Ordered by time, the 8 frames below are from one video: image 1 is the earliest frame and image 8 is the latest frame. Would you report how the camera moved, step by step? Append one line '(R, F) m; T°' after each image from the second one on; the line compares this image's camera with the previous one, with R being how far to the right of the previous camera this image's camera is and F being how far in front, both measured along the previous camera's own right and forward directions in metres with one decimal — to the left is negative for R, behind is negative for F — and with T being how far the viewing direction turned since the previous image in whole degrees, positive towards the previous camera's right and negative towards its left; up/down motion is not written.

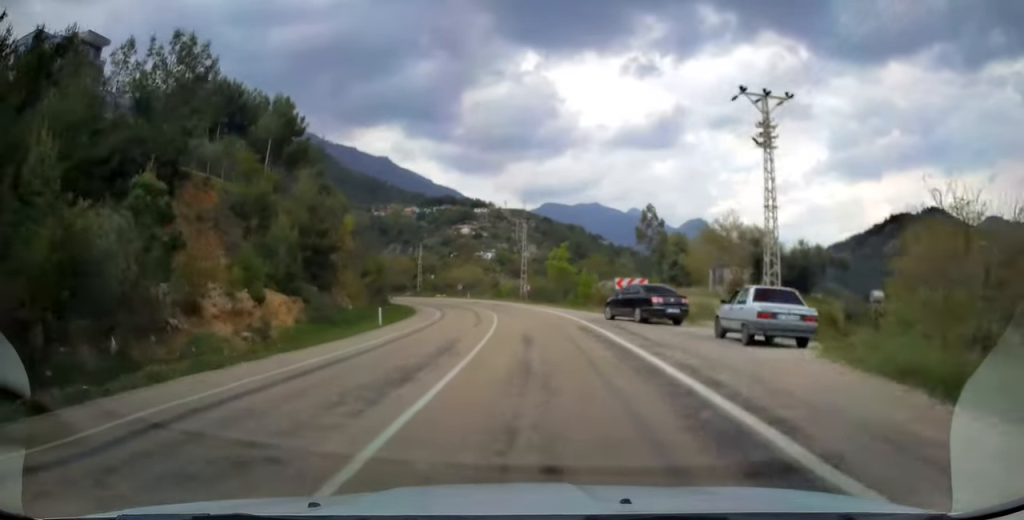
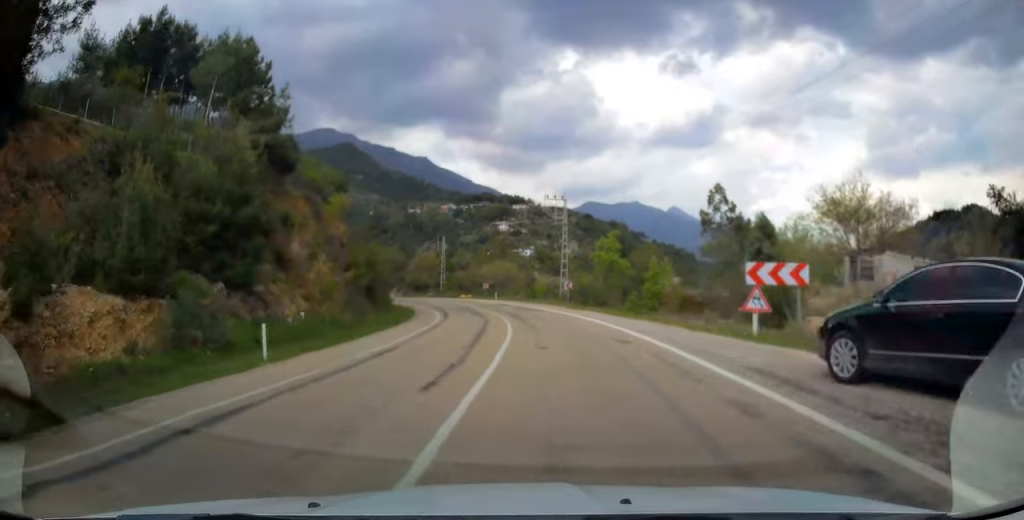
(-0.6, +17.3) m; -4°
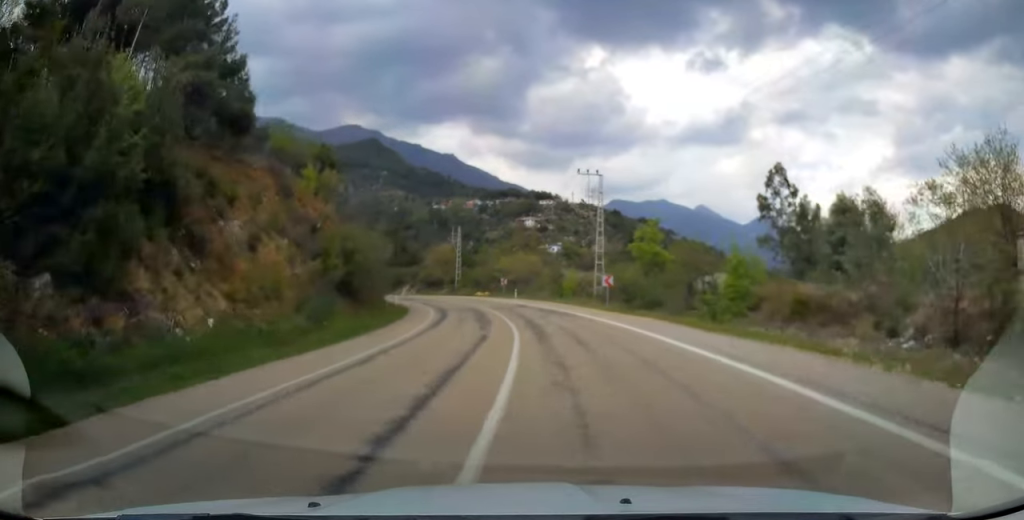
(-0.3, +12.0) m; -3°
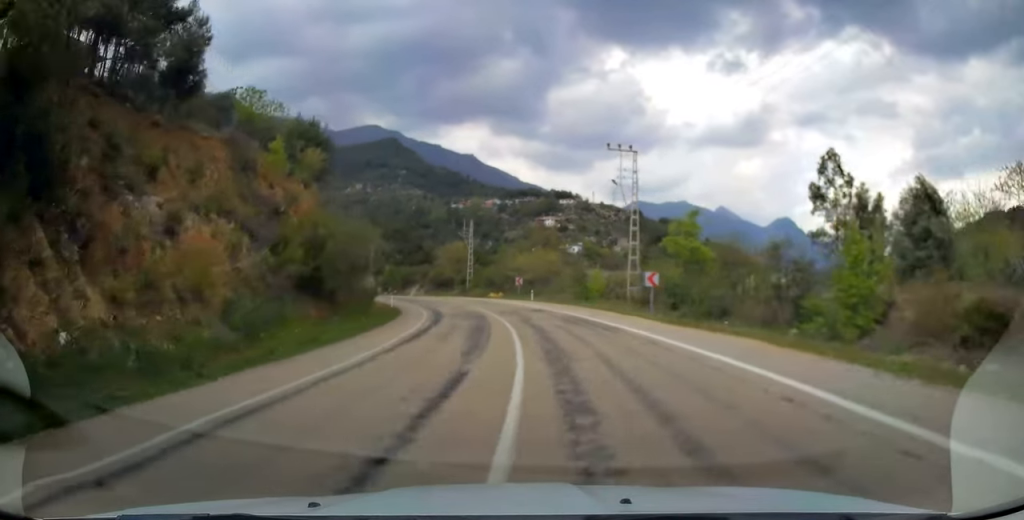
(-0.2, +8.8) m; -2°
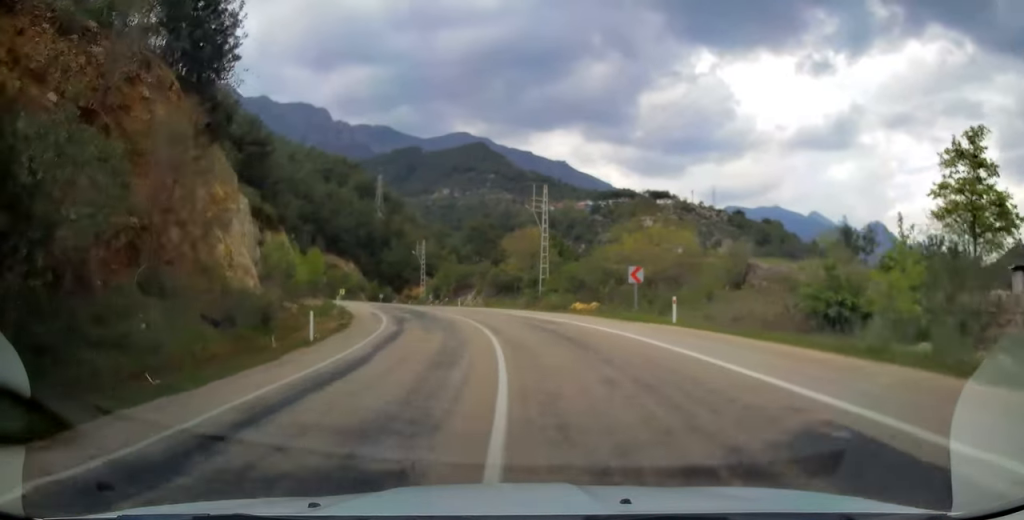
(-2.4, +31.3) m; -9°
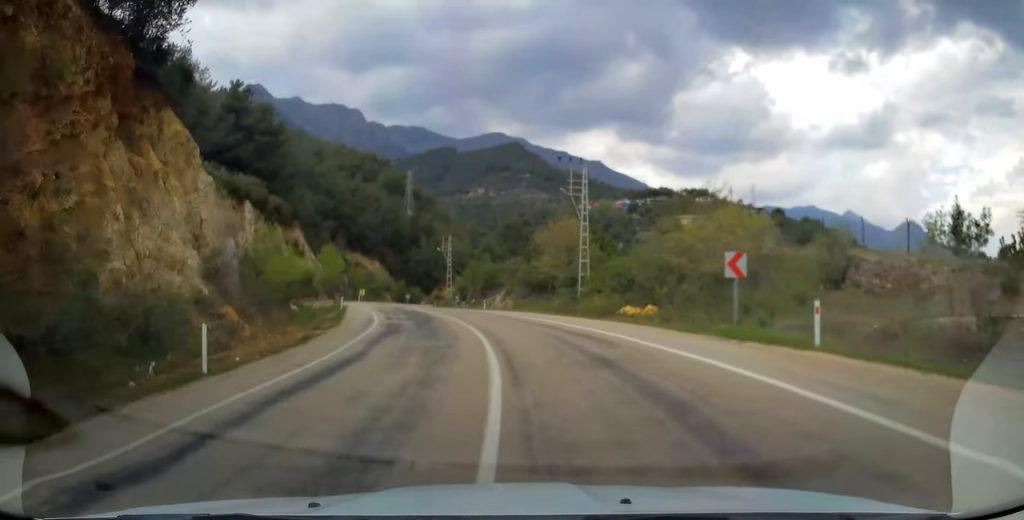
(0.0, +8.8) m; -3°
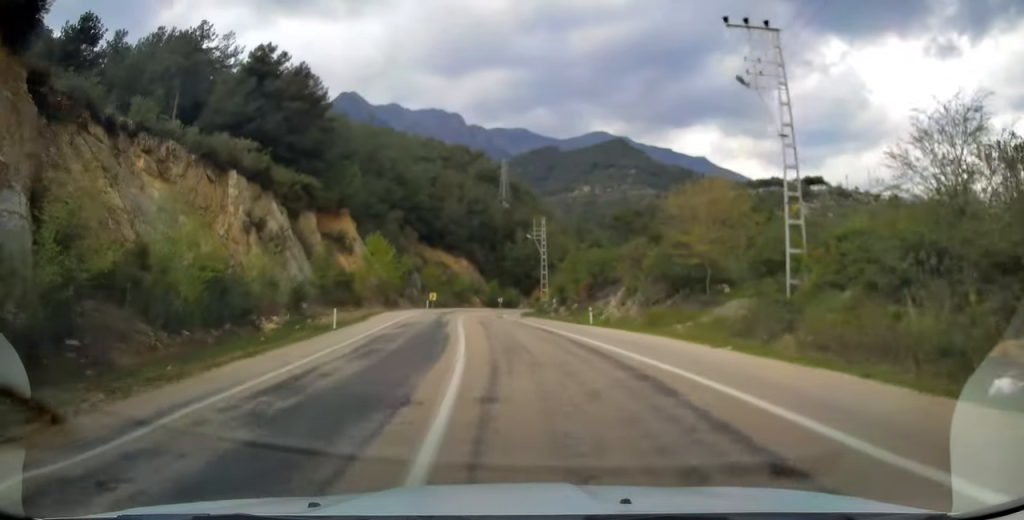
(-1.9, +23.1) m; -9°
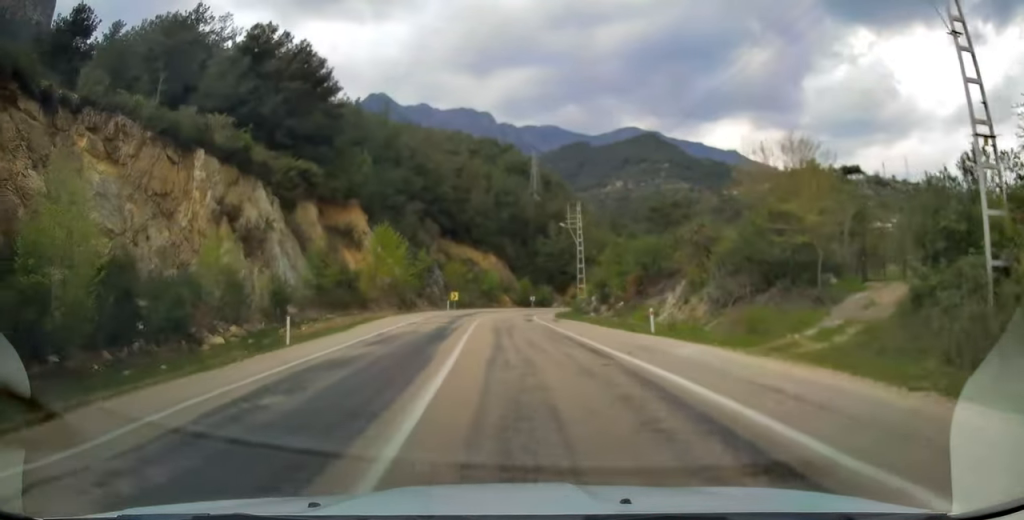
(-0.5, +9.0) m; -3°
